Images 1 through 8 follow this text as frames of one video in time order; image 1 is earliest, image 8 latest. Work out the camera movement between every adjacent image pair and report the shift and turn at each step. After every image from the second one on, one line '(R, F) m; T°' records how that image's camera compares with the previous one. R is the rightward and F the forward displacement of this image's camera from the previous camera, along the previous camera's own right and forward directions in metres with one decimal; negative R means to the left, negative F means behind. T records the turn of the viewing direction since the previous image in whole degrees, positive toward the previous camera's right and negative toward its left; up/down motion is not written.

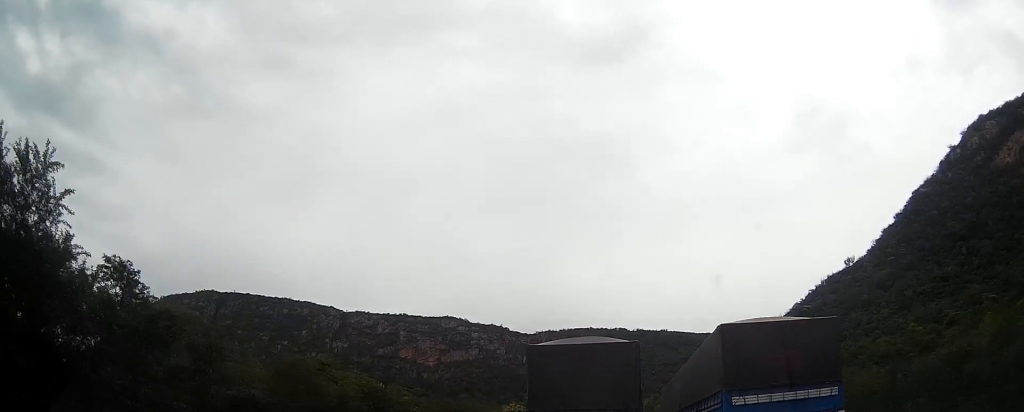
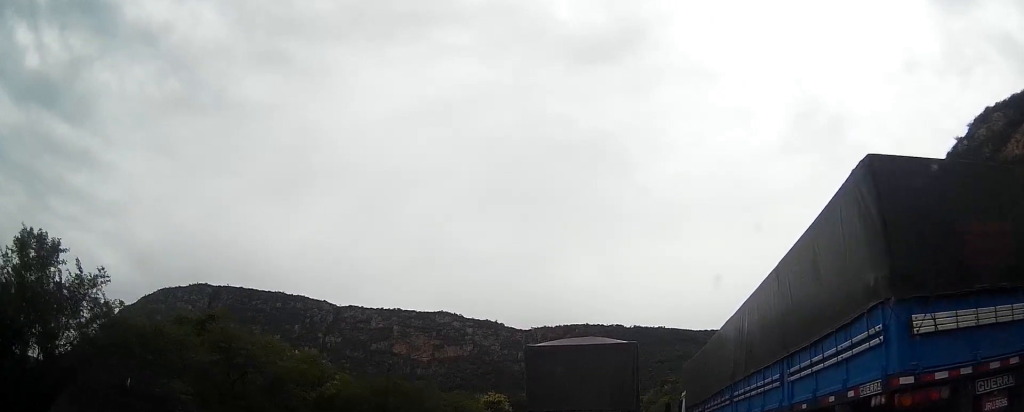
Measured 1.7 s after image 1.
(+0.2, +10.3) m; +2°
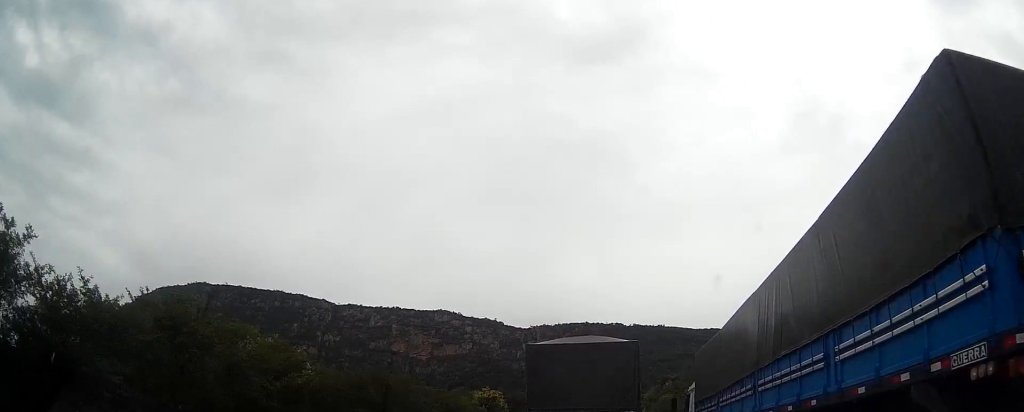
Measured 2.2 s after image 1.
(0.0, +2.7) m; 0°
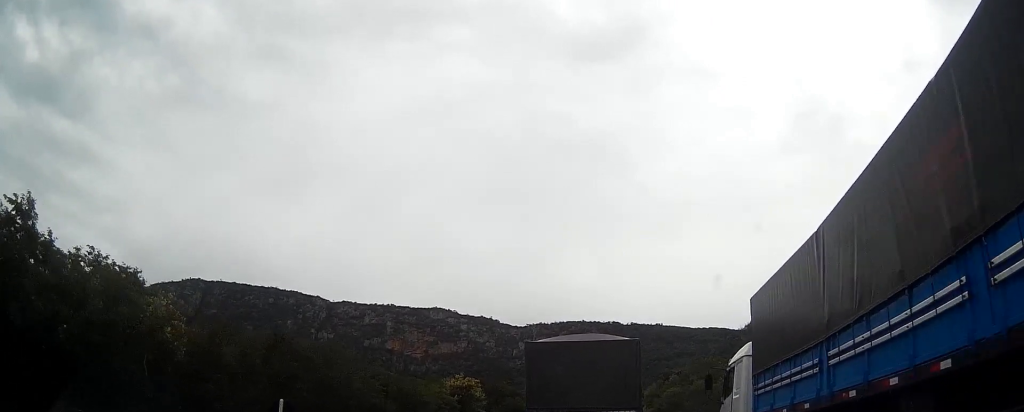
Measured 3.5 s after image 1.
(+0.1, +8.7) m; +1°
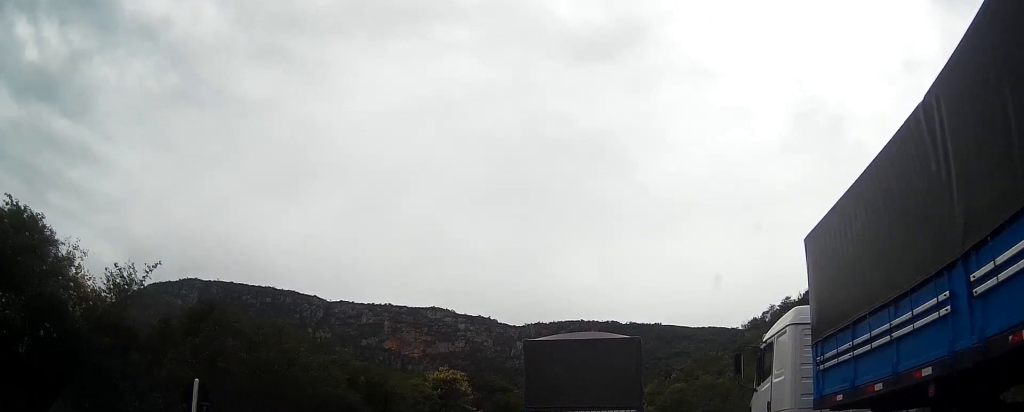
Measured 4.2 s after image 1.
(0.0, +4.5) m; -1°
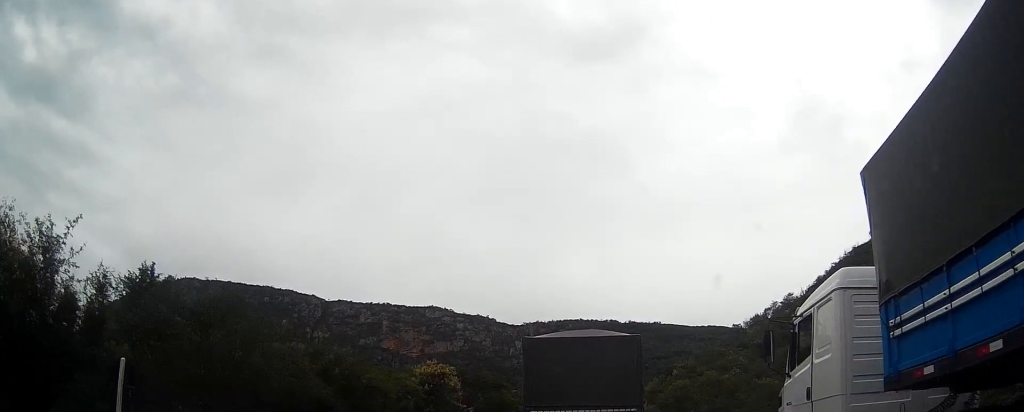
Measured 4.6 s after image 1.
(0.0, +2.6) m; 0°
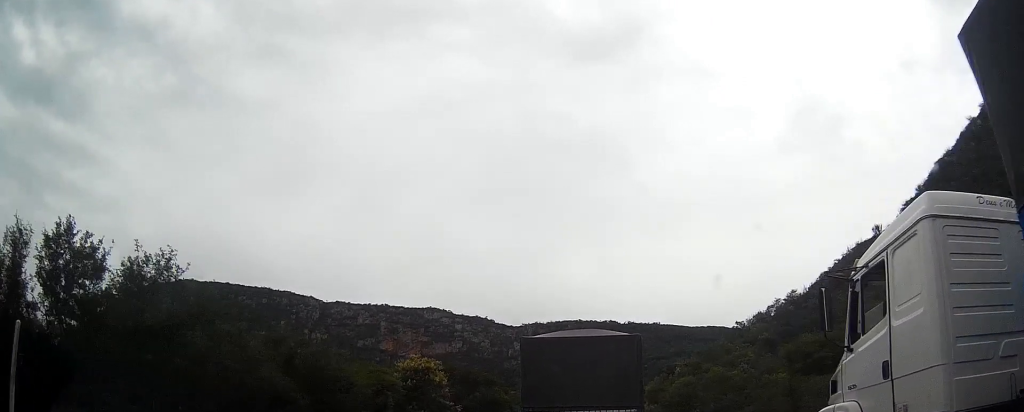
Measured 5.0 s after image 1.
(-0.1, +2.9) m; 0°
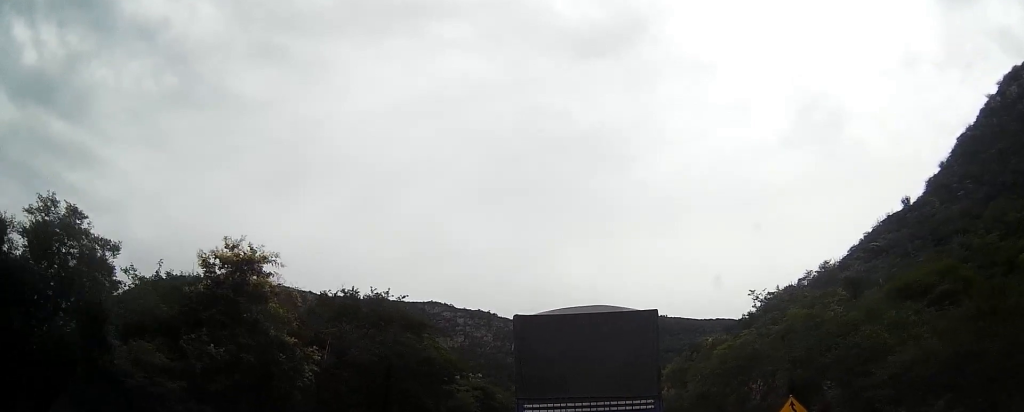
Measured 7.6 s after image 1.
(+0.1, +17.7) m; -1°
